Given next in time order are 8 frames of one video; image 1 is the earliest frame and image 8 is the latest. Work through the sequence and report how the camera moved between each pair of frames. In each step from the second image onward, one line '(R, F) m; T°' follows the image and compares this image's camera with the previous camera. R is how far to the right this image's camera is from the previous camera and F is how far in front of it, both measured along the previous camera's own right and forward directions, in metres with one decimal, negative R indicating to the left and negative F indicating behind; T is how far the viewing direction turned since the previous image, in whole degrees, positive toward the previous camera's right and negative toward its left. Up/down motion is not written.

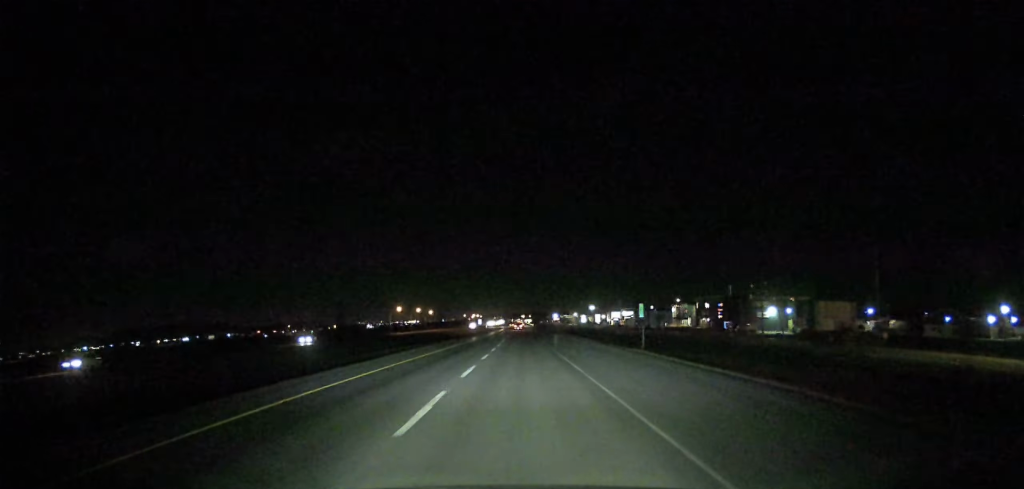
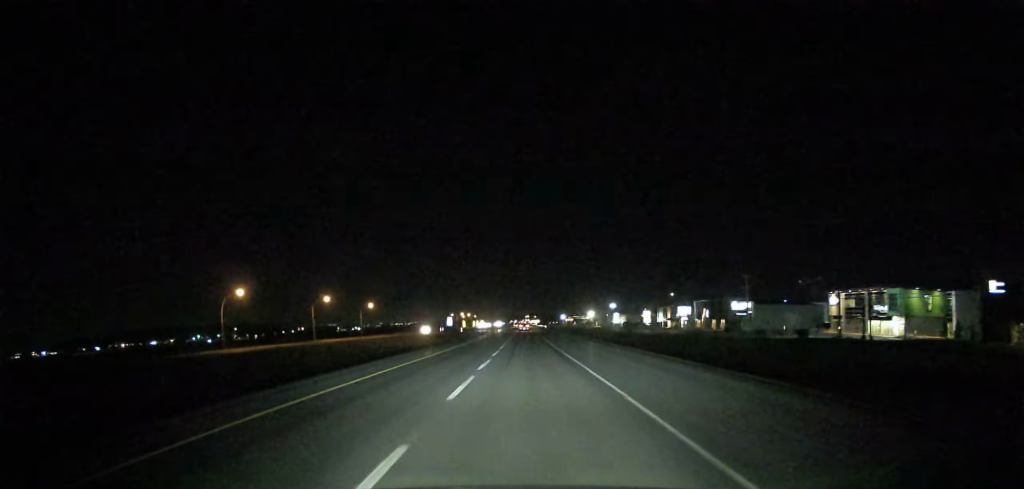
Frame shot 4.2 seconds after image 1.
(-0.1, +151.4) m; 0°
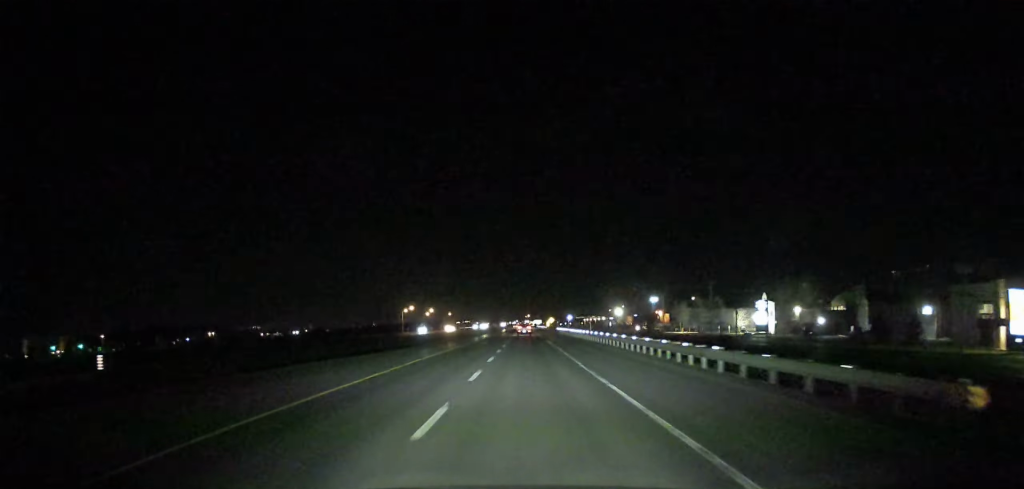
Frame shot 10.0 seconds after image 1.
(-0.6, +204.6) m; 0°
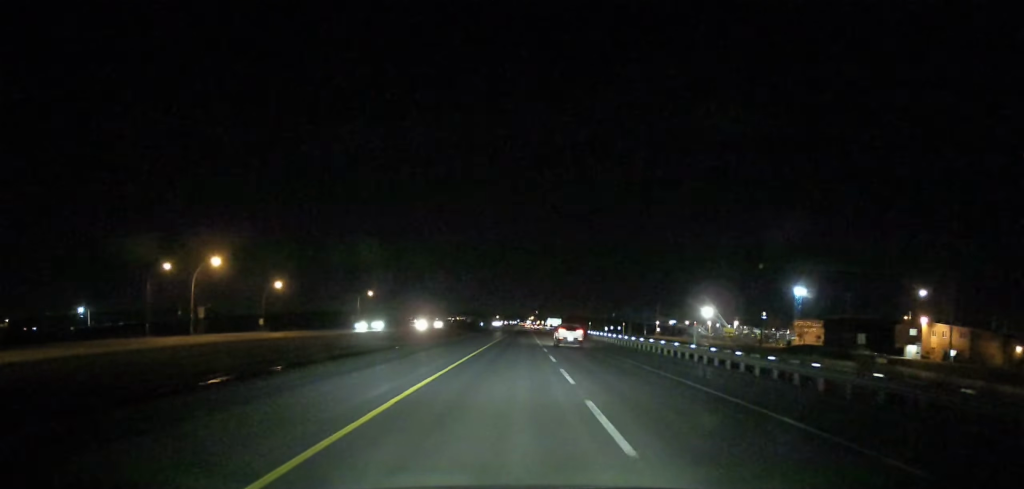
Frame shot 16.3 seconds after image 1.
(+0.1, +226.8) m; 0°
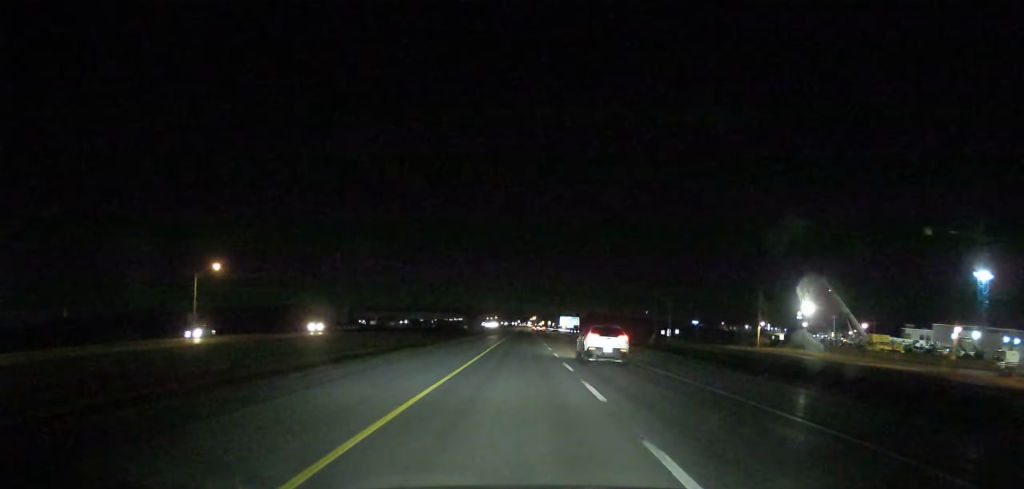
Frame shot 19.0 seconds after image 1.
(0.0, +95.7) m; 0°
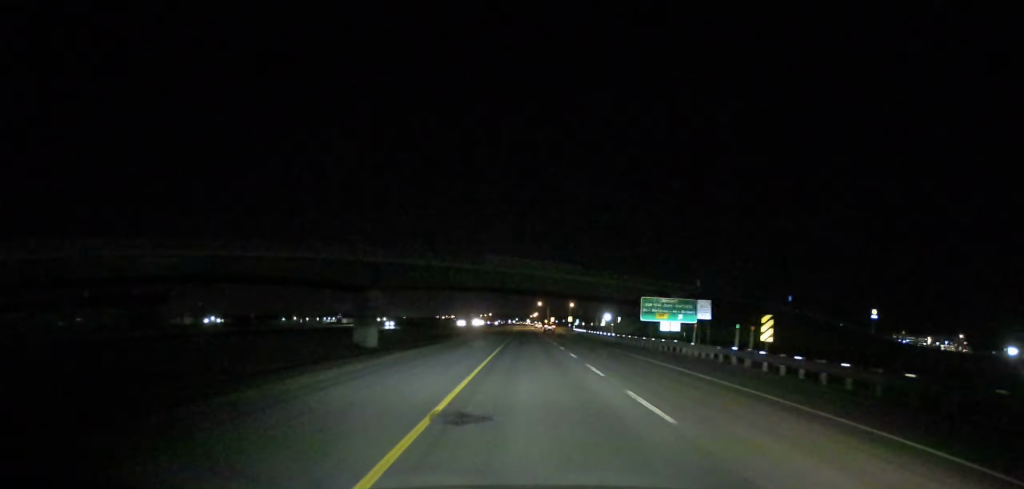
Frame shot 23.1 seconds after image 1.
(-0.2, +146.8) m; 0°
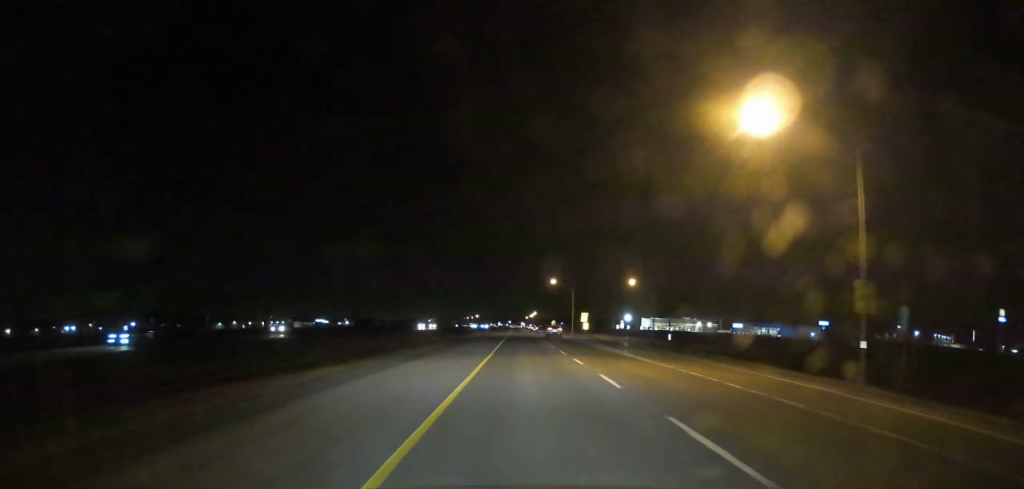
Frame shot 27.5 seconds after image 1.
(+1.1, +157.6) m; 0°
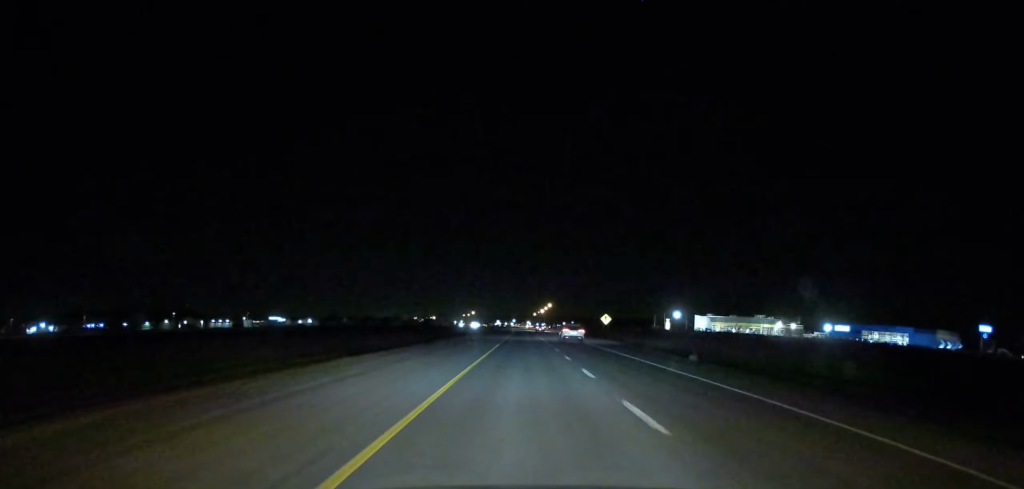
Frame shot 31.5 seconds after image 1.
(-0.5, +139.8) m; 0°
